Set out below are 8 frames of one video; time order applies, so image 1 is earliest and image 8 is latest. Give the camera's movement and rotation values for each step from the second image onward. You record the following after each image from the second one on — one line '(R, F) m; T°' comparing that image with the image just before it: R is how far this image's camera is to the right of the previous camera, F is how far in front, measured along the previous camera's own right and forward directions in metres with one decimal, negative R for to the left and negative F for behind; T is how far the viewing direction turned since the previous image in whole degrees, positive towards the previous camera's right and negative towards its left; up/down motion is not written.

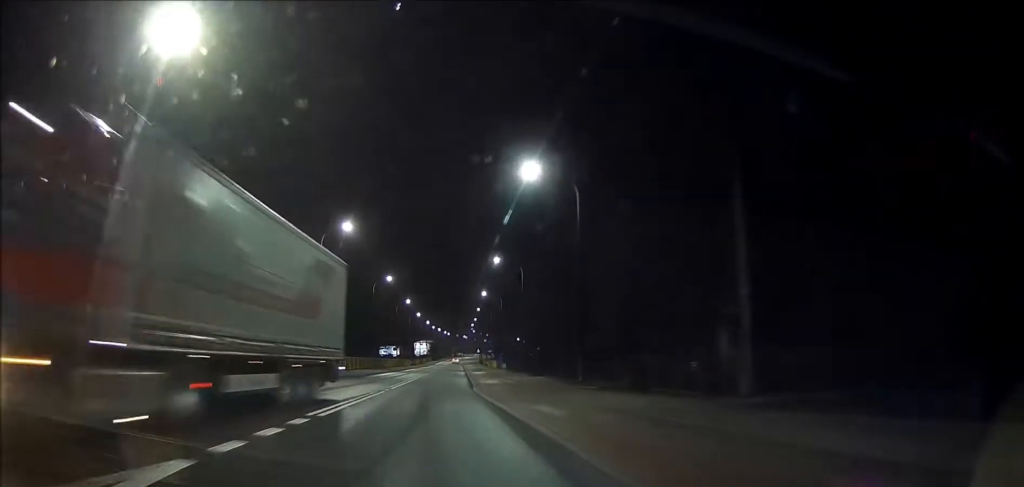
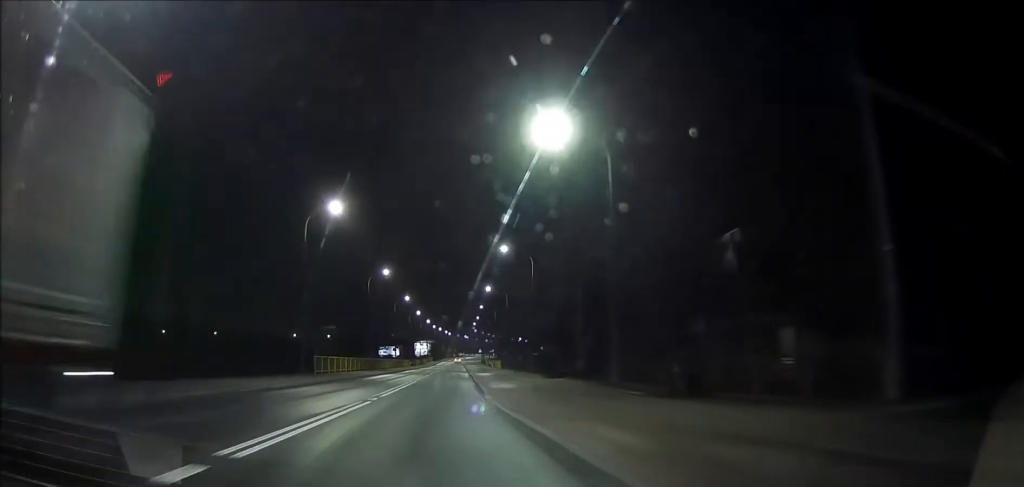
(0.0, +6.1) m; 0°
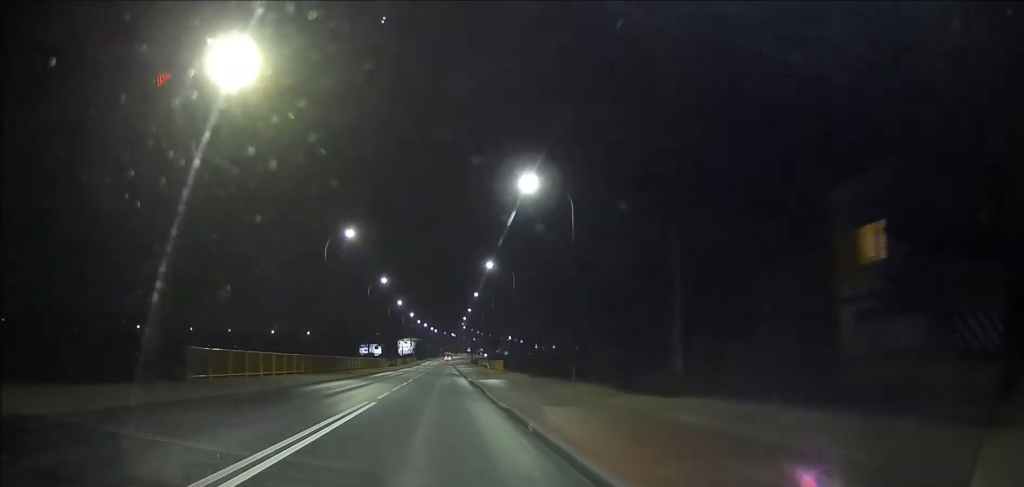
(-0.1, +20.8) m; 0°
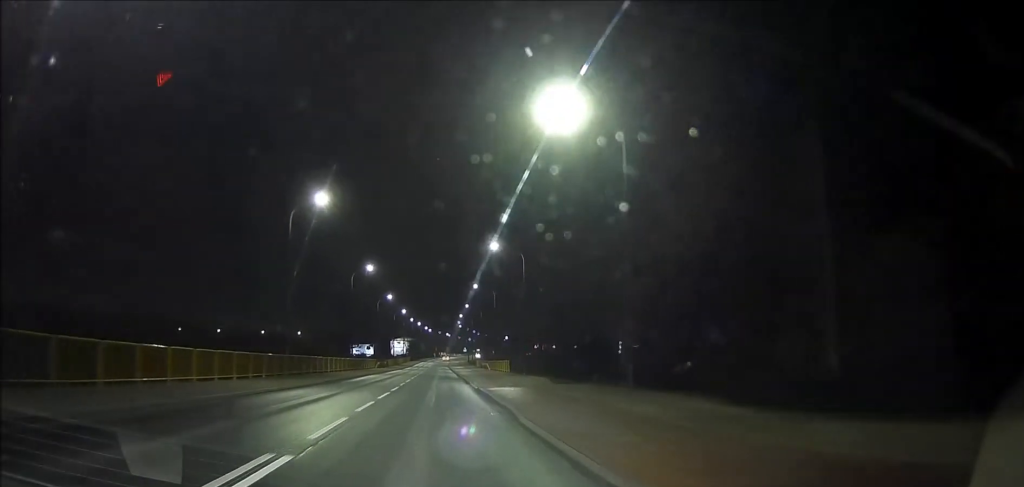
(+0.1, +10.8) m; +1°
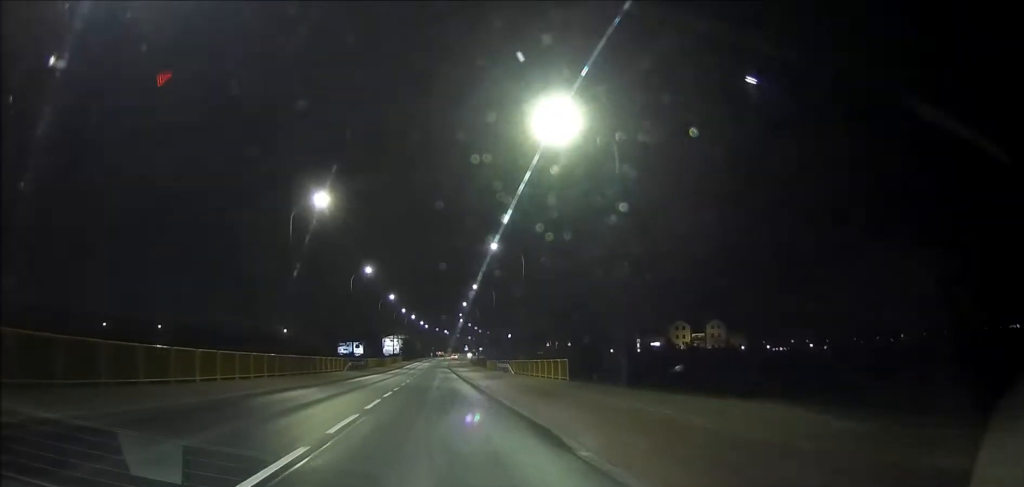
(+0.3, +28.0) m; +1°
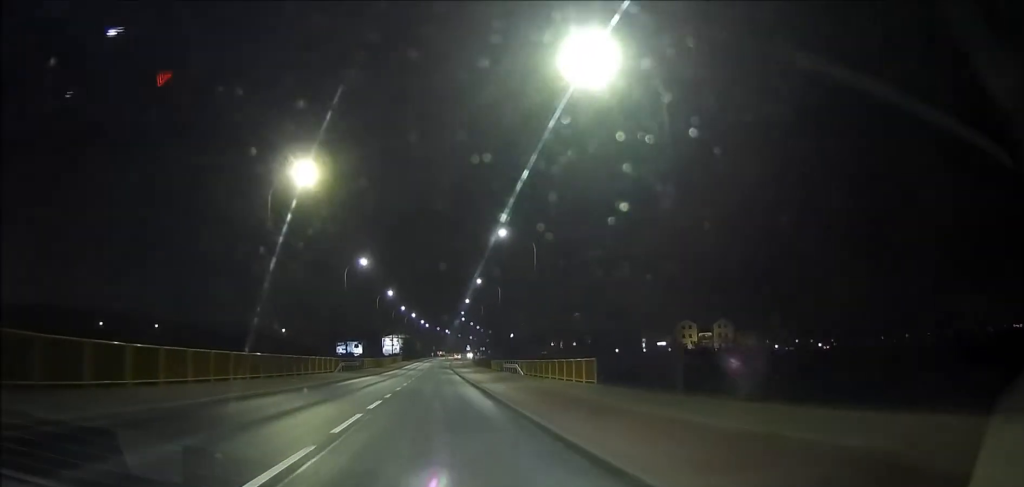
(0.0, +5.6) m; 0°
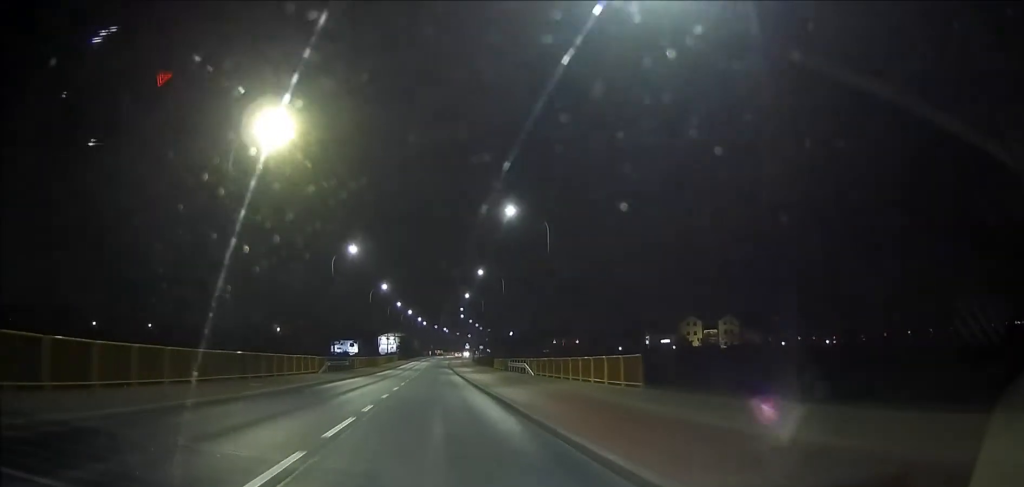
(0.0, +6.6) m; 0°
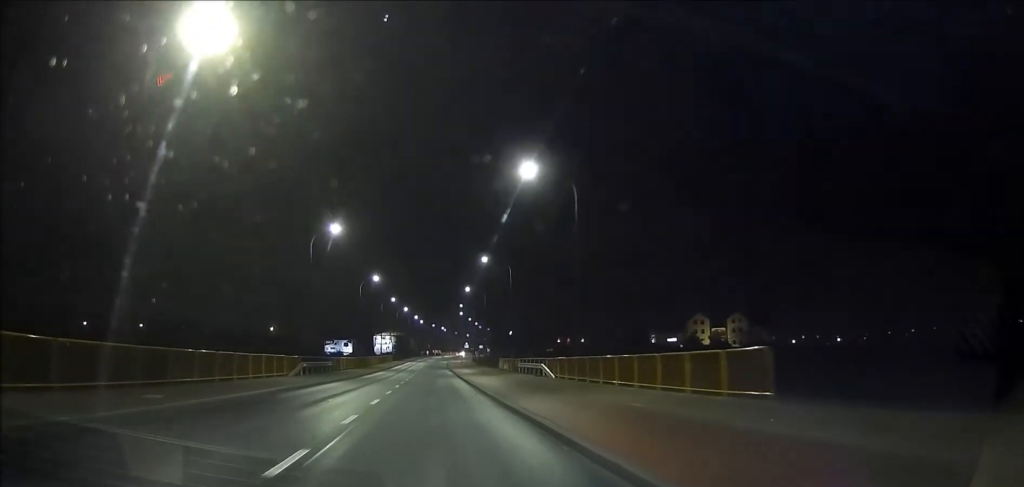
(0.0, +9.0) m; 0°
